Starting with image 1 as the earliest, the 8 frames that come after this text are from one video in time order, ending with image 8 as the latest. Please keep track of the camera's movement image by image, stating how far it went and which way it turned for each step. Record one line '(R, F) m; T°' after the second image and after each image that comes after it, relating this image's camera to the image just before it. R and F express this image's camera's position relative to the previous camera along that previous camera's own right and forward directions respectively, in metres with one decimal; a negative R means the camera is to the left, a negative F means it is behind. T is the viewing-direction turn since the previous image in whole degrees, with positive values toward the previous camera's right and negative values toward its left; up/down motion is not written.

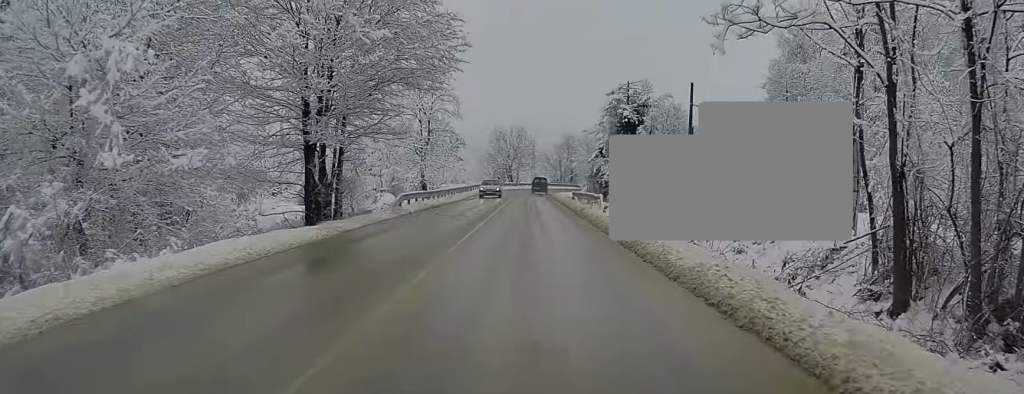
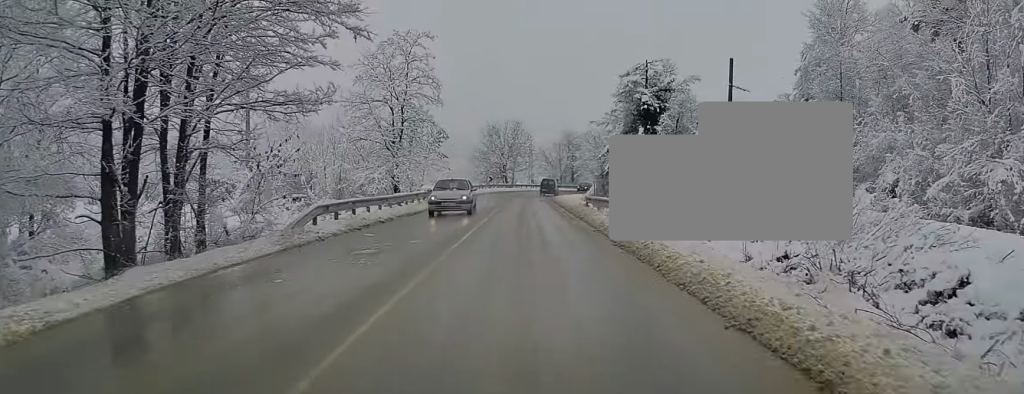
(-0.1, +12.3) m; 0°
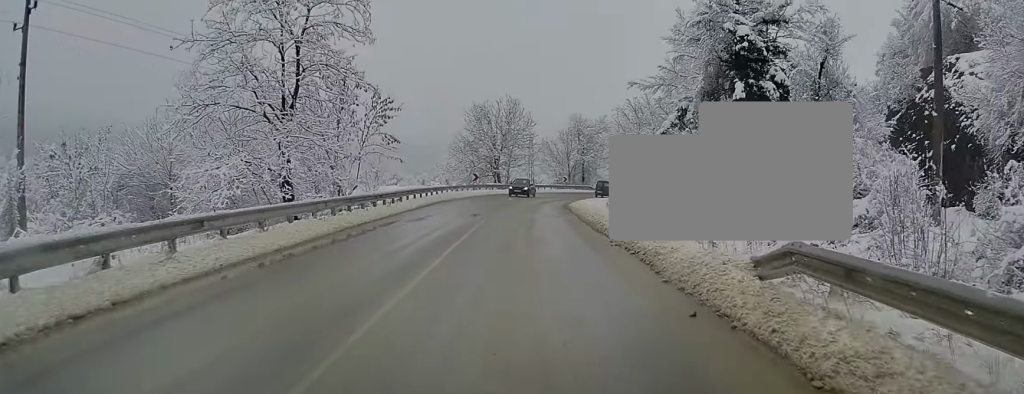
(+0.1, +24.6) m; 0°
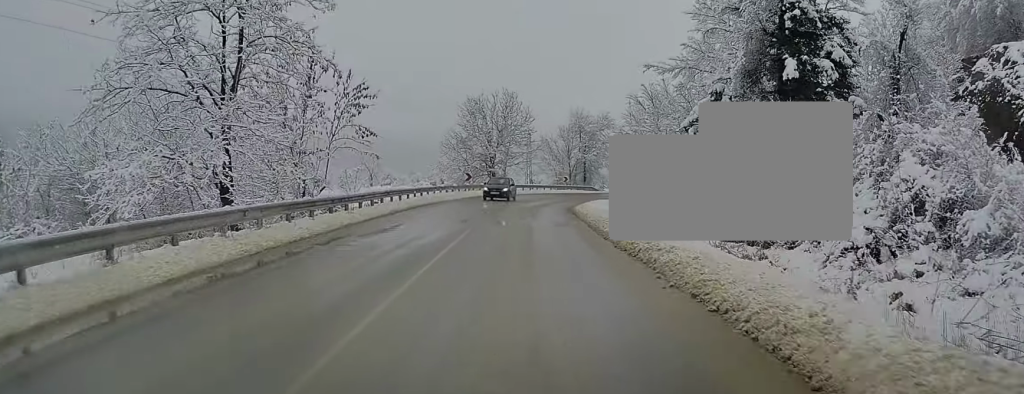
(0.0, +5.8) m; 0°
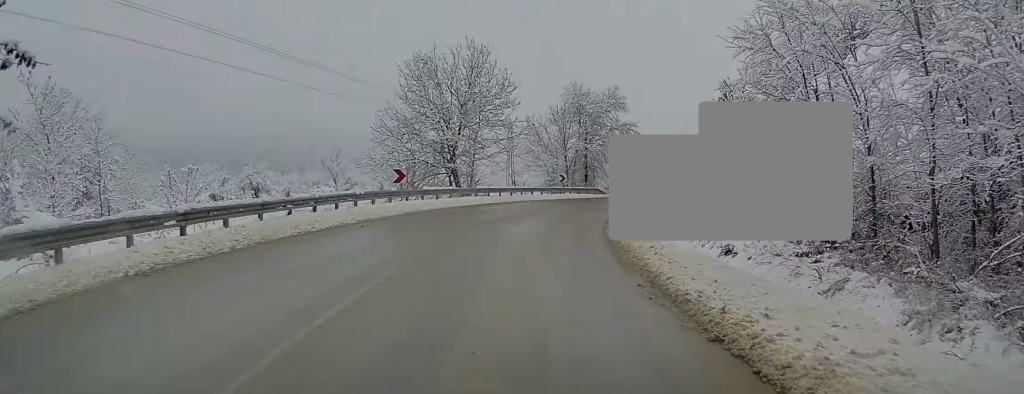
(+0.3, +24.5) m; +2°
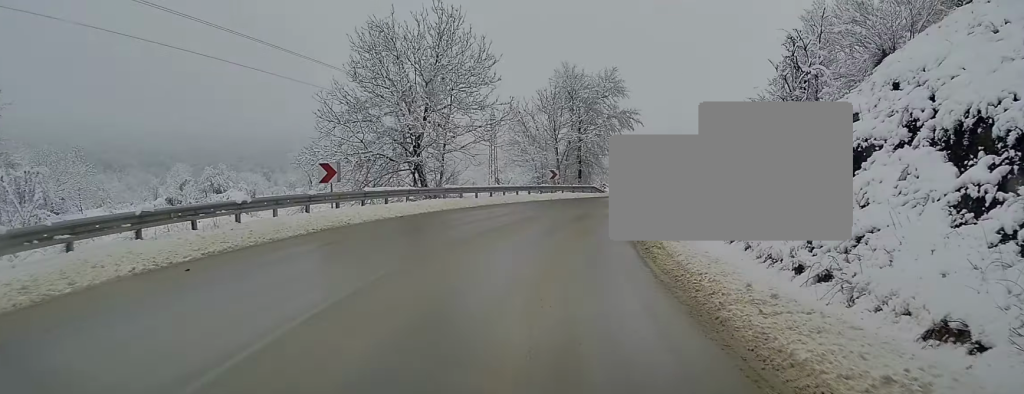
(+0.1, +9.5) m; +1°
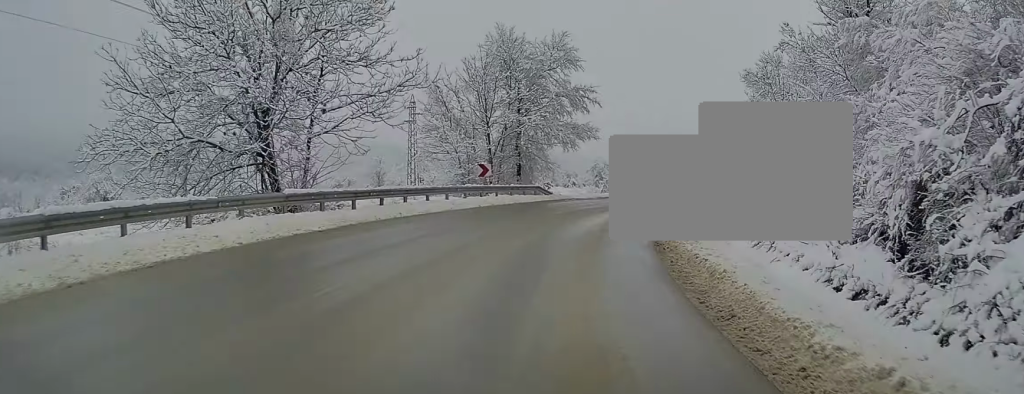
(+0.2, +14.0) m; +1°
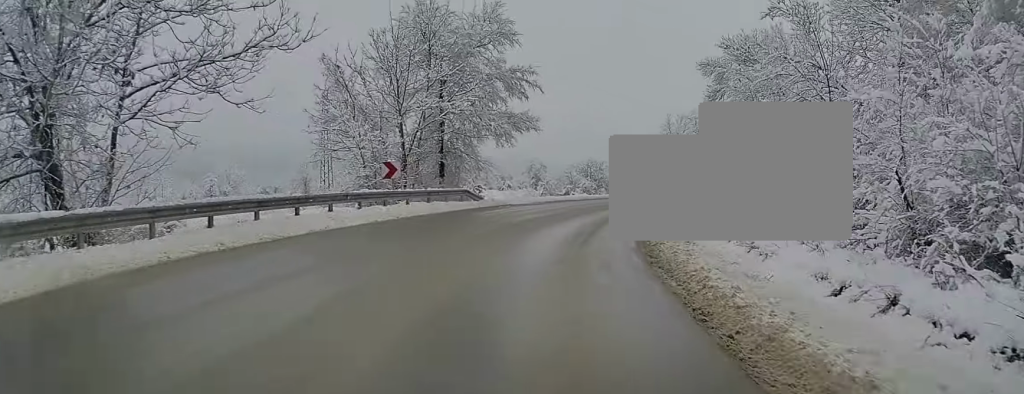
(0.0, +8.2) m; +2°
